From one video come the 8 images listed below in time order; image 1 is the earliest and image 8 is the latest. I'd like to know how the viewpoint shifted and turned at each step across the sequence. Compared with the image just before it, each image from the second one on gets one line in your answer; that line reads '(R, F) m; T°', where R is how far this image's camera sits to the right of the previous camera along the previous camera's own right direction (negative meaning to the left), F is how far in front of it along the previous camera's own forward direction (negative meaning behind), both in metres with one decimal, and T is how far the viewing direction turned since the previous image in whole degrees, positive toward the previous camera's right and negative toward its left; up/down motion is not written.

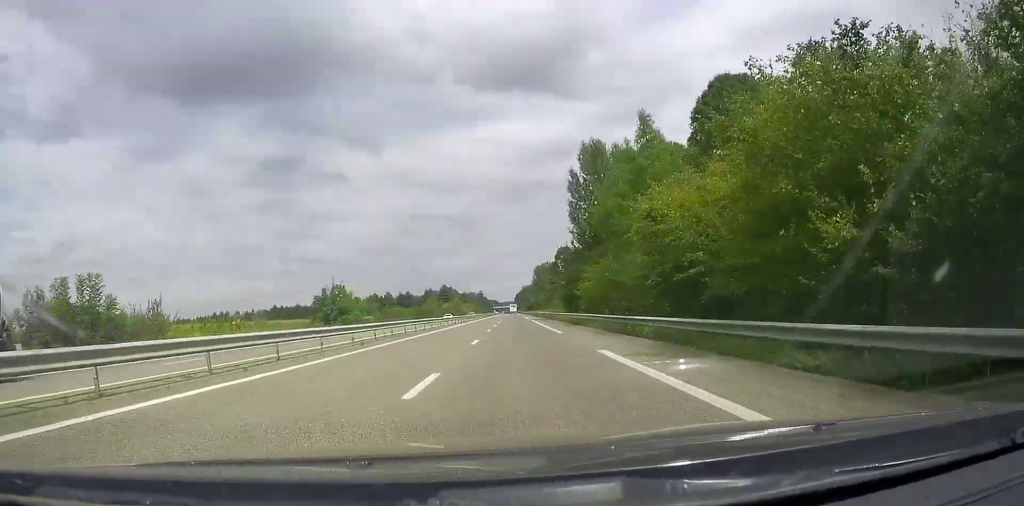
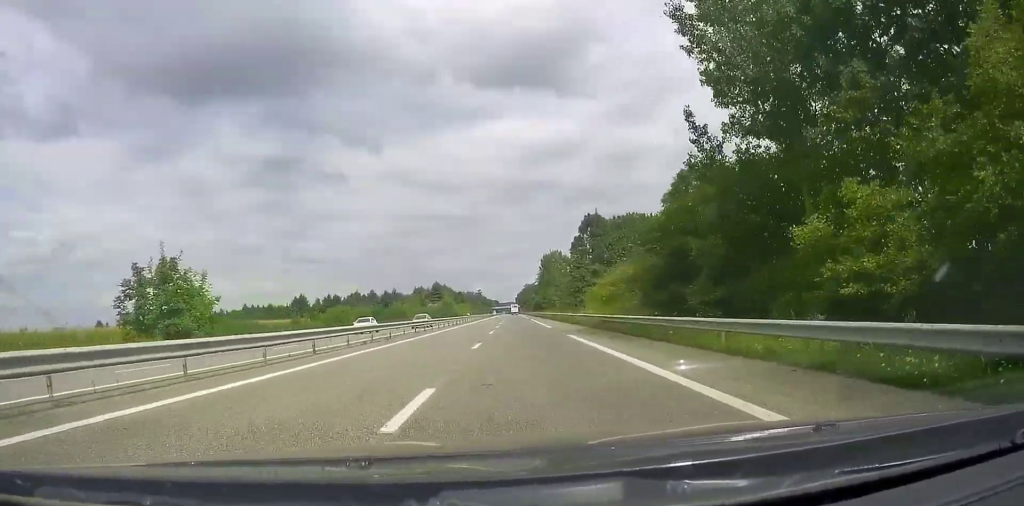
(-0.1, +41.5) m; 0°
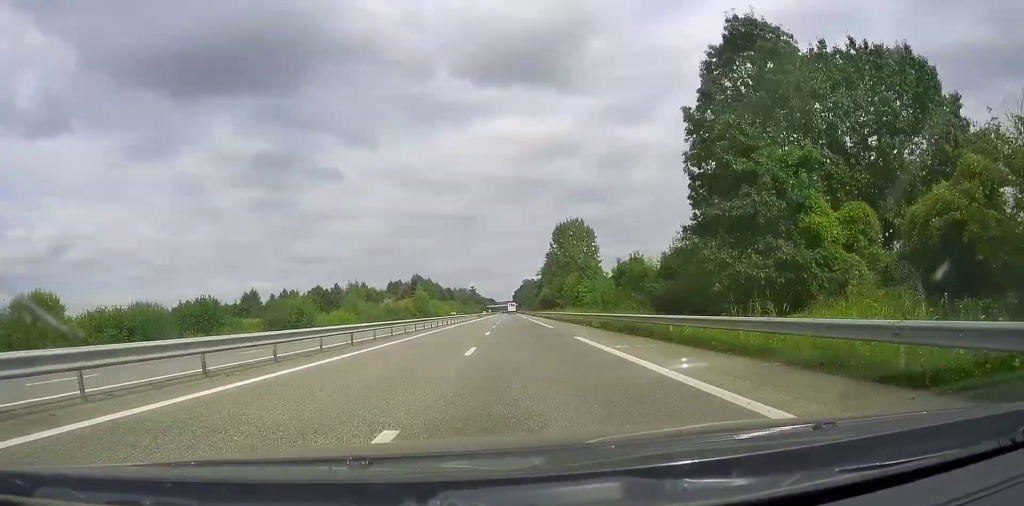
(+0.3, +55.4) m; 0°
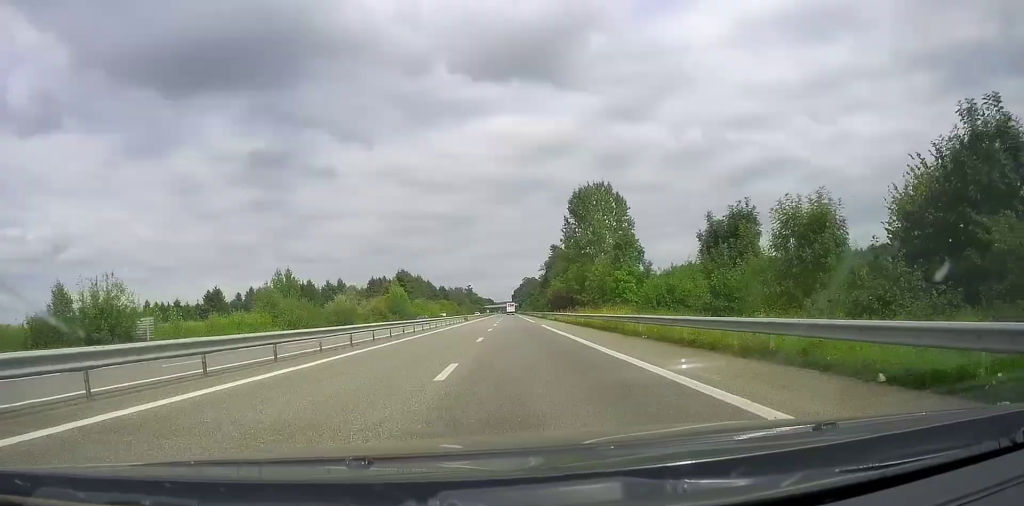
(-0.5, +31.9) m; -1°
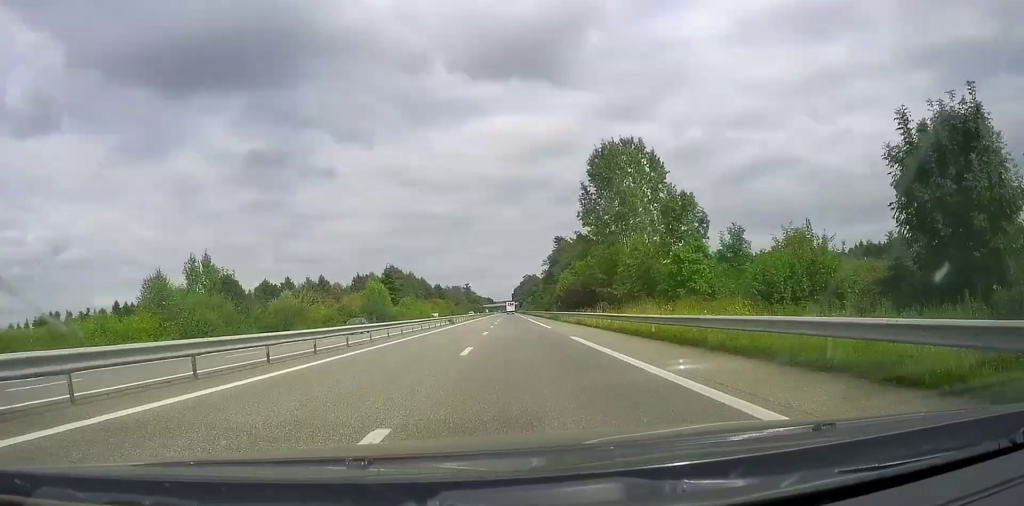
(0.0, +20.5) m; 0°
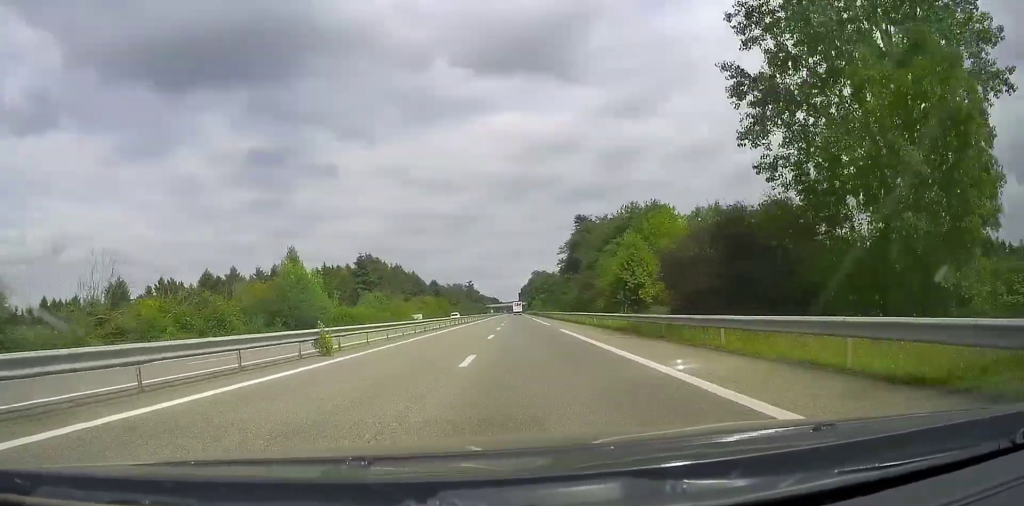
(0.0, +42.6) m; +1°
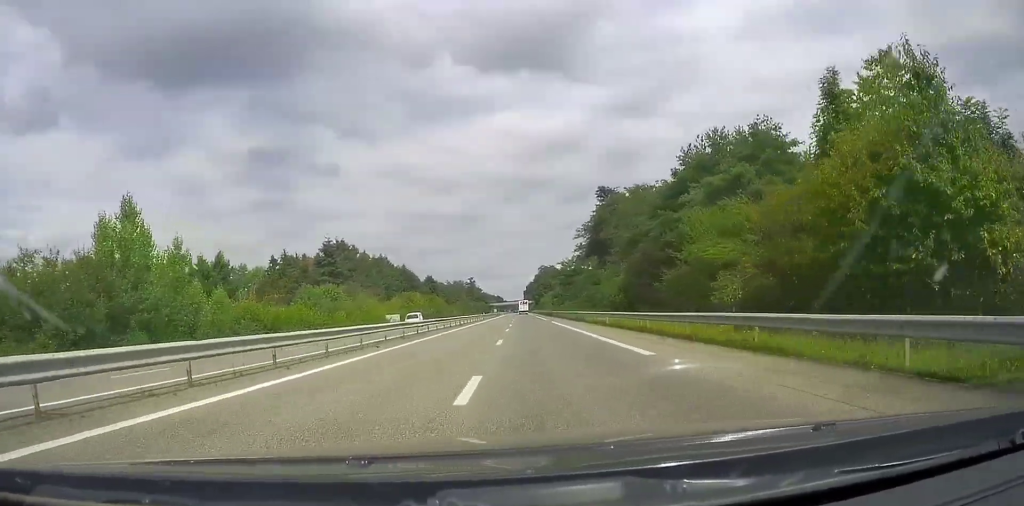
(+0.3, +31.0) m; 0°
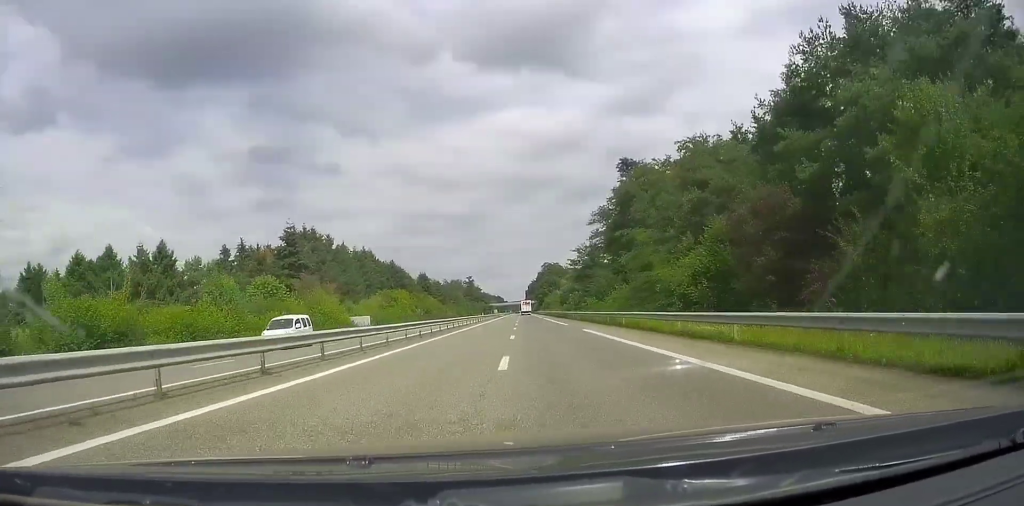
(0.0, +21.5) m; 0°
